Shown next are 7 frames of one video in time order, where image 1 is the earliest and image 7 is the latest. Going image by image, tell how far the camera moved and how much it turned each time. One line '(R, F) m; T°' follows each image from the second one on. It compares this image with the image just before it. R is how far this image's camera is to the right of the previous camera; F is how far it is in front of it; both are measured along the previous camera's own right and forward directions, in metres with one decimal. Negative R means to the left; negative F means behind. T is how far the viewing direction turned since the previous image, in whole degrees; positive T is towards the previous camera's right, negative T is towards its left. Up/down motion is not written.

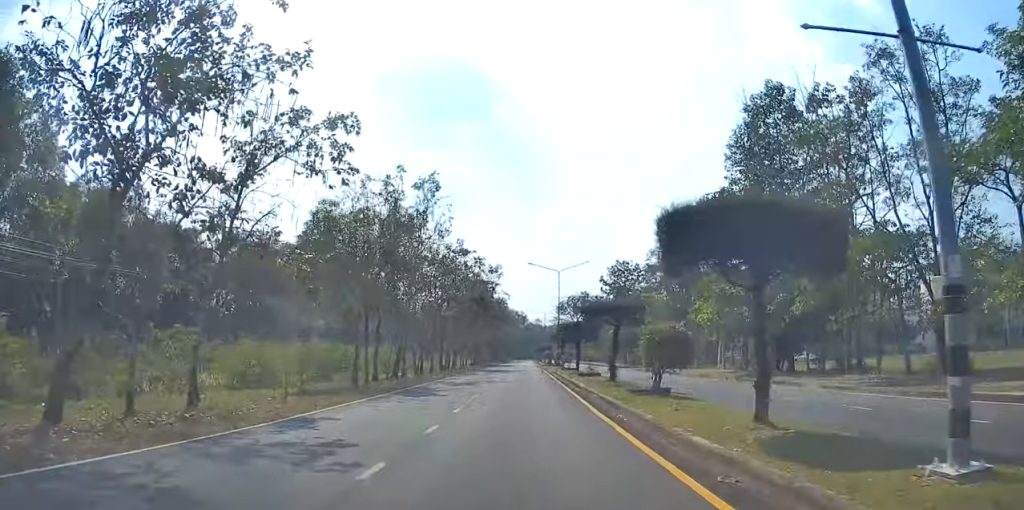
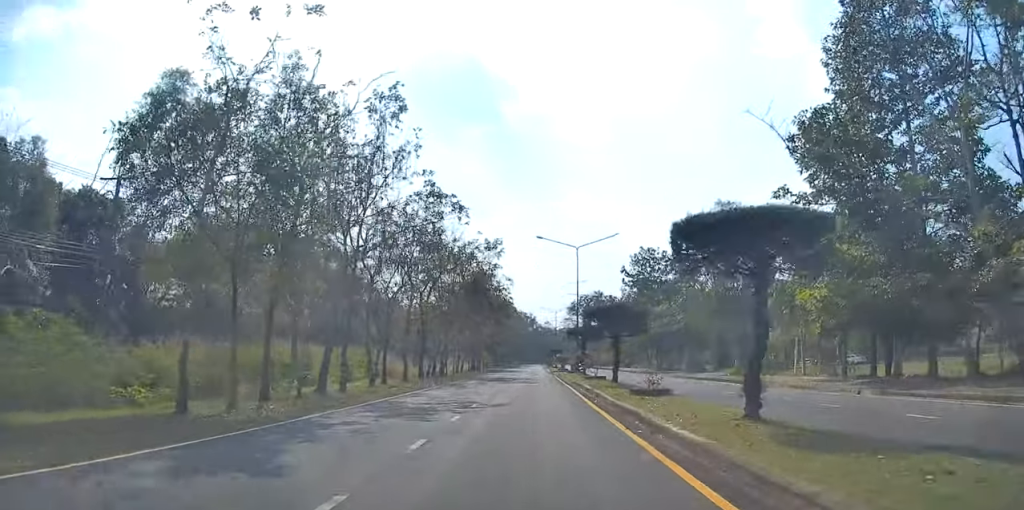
(+0.2, +13.6) m; +1°
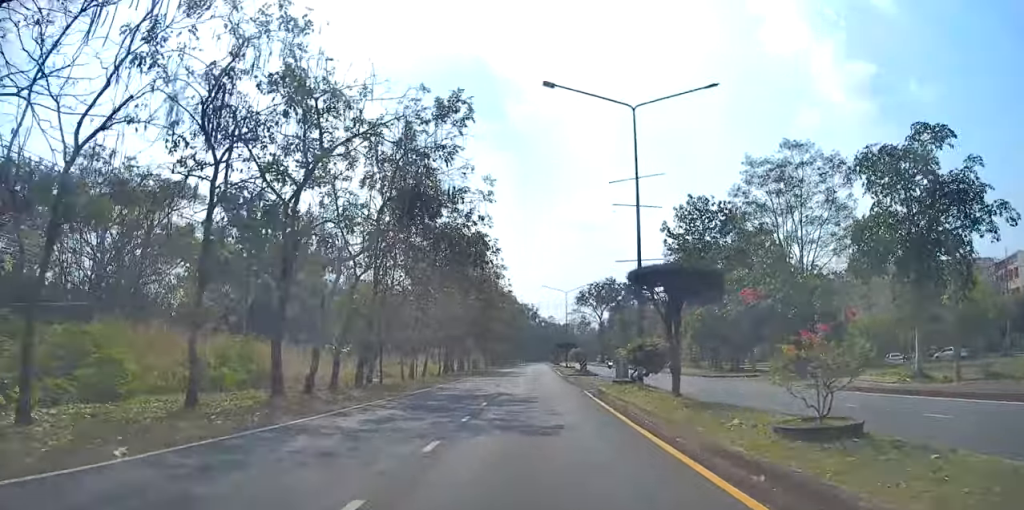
(+0.4, +24.1) m; +1°
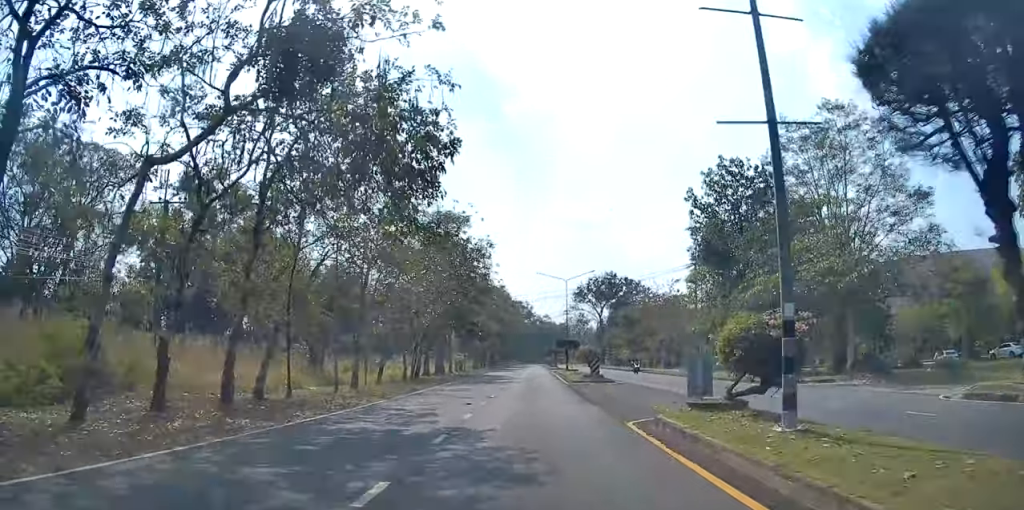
(-0.1, +11.0) m; -1°
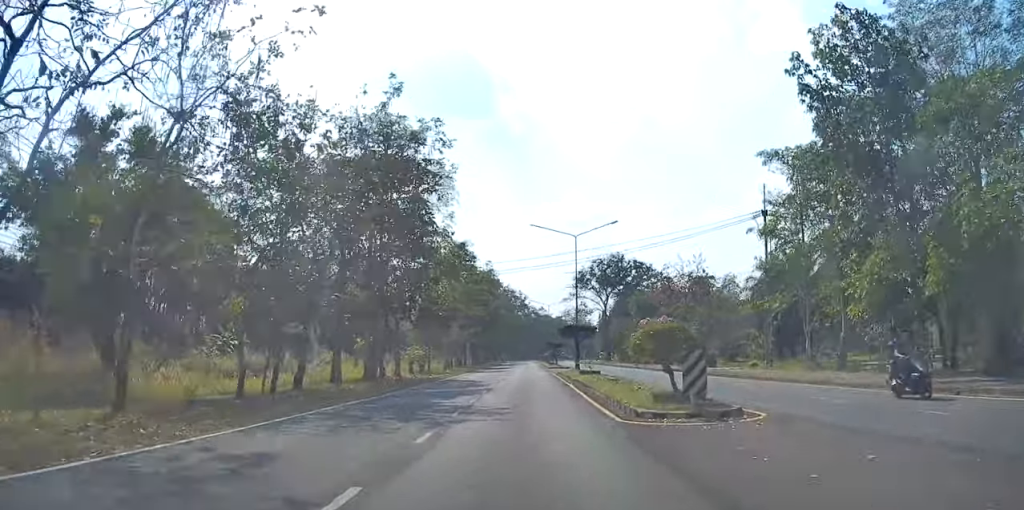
(0.0, +20.1) m; +2°
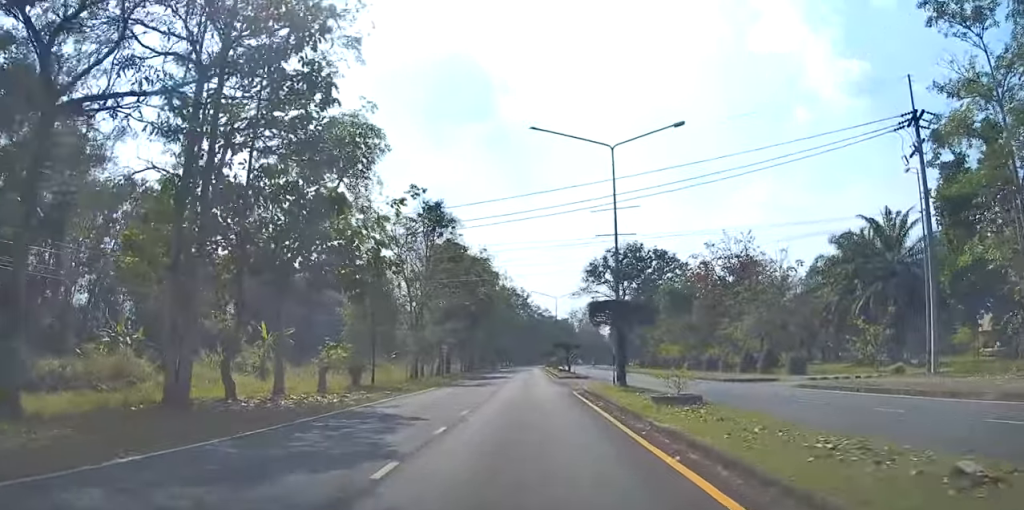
(+0.4, +17.9) m; +1°
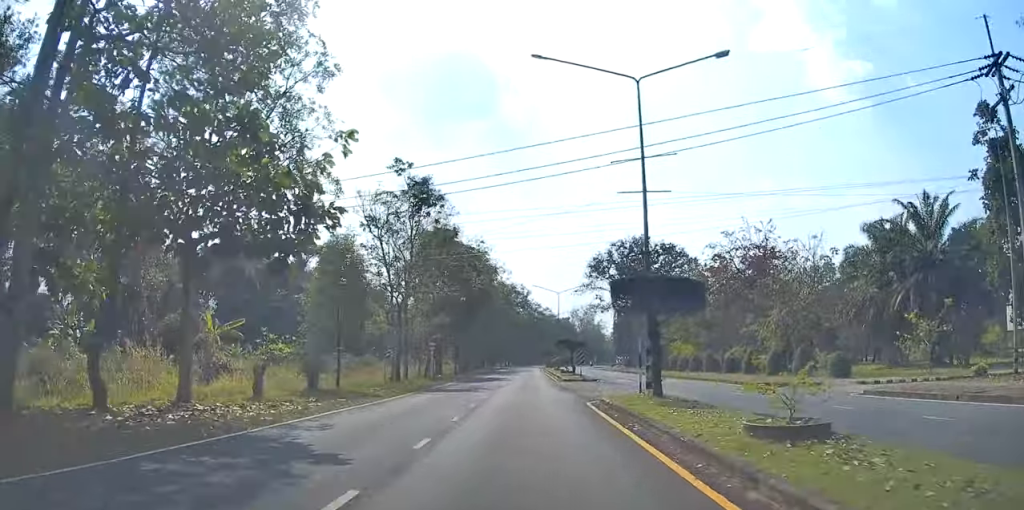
(0.0, +5.4) m; 0°
